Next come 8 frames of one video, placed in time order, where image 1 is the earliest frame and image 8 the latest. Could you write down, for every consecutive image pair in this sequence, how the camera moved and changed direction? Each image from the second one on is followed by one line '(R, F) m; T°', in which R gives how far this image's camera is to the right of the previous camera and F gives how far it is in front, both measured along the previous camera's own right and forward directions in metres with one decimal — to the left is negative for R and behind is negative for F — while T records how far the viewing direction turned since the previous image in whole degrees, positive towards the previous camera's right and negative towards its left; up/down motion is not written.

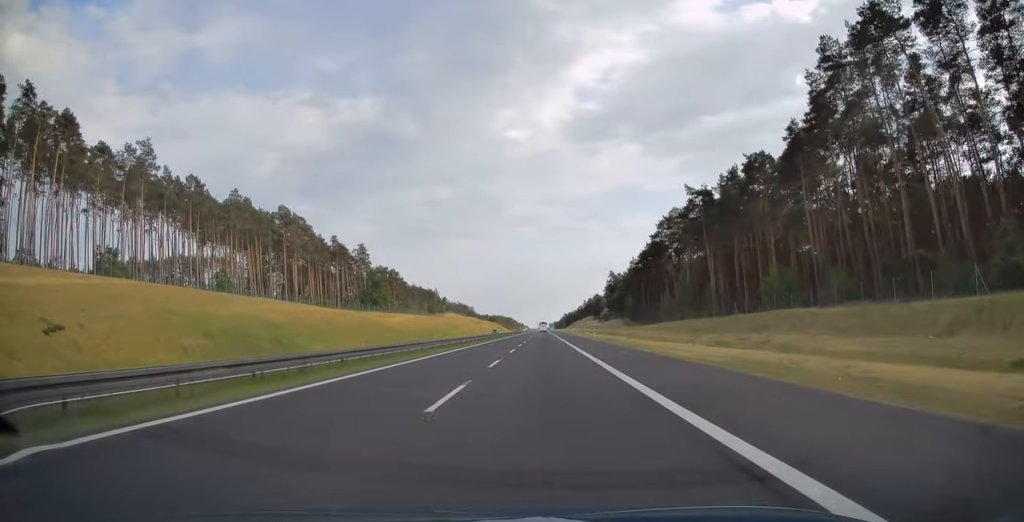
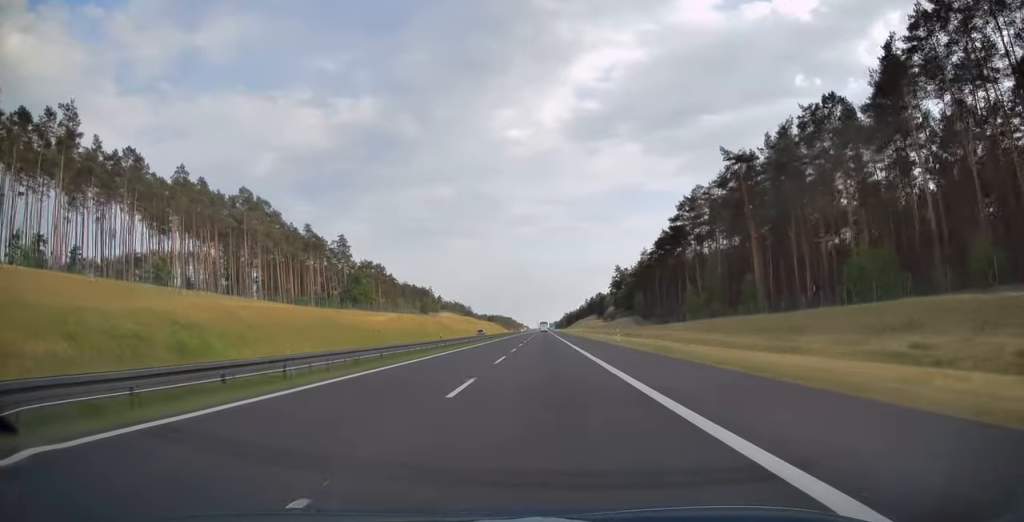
(0.0, +21.9) m; 0°
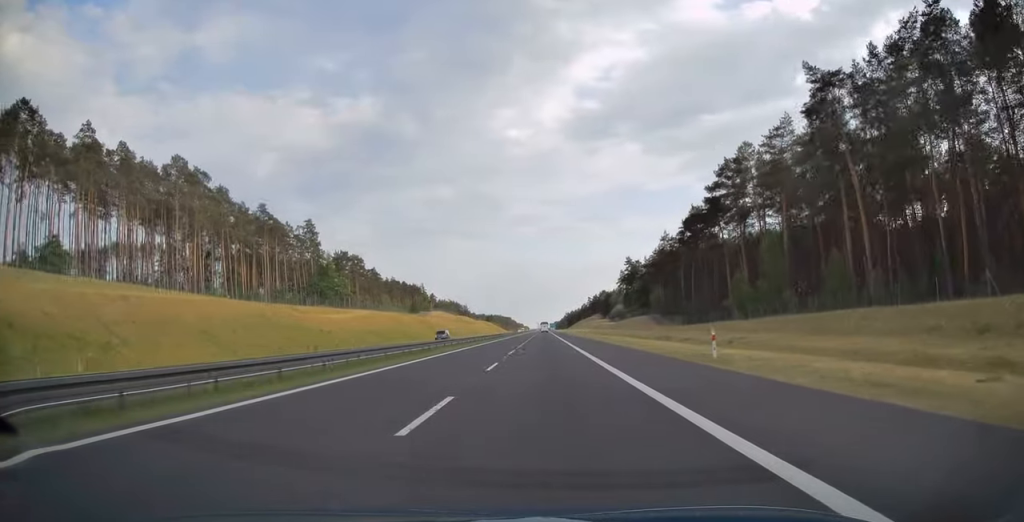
(+0.1, +28.5) m; 0°
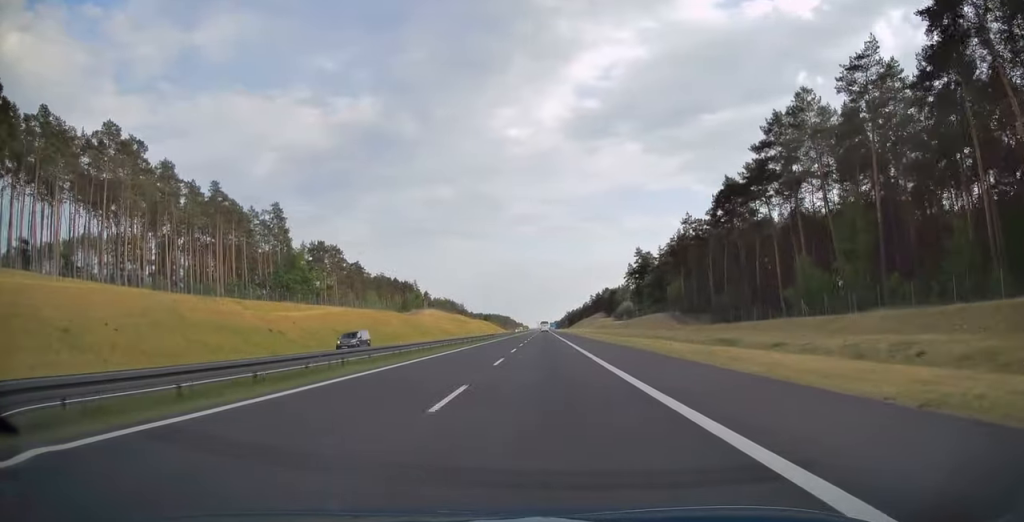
(-0.1, +21.8) m; 0°
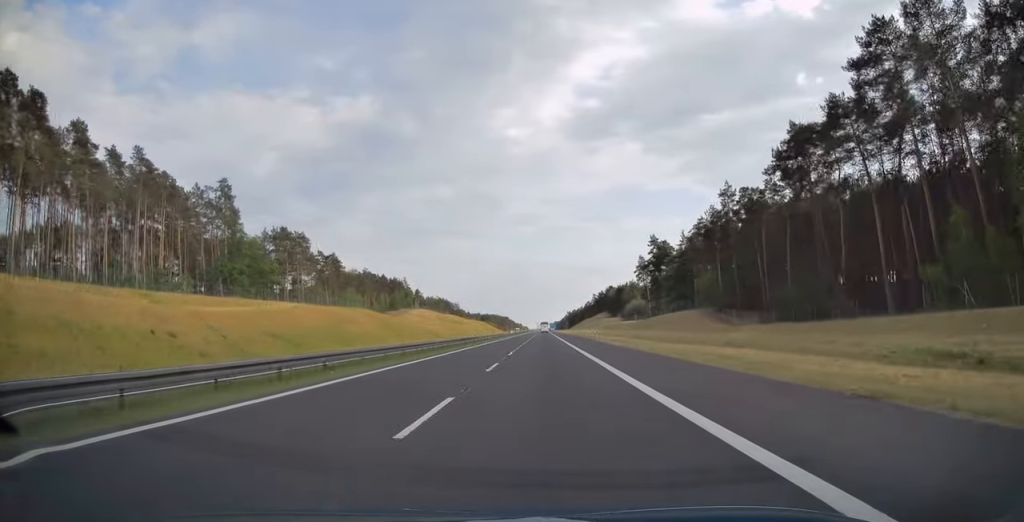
(0.0, +26.2) m; 0°
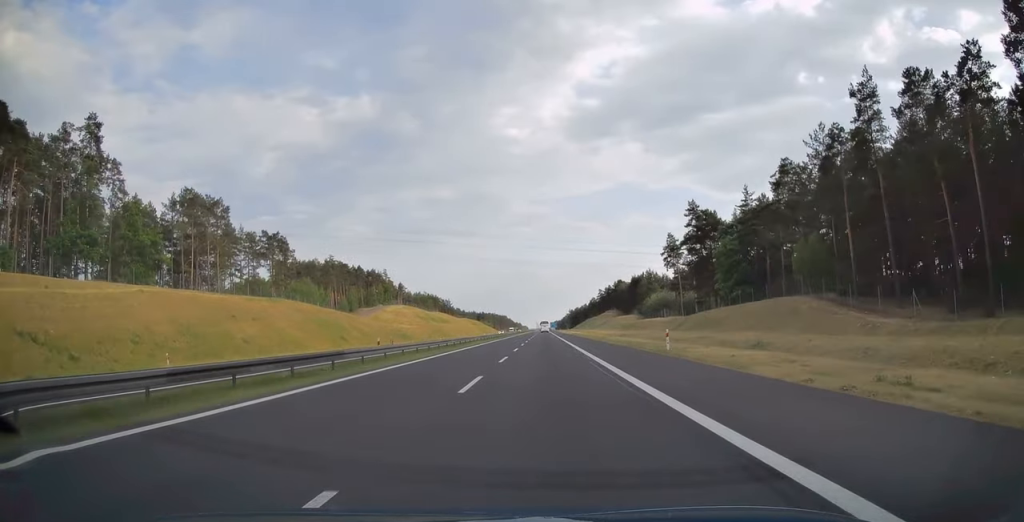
(0.0, +43.1) m; 0°
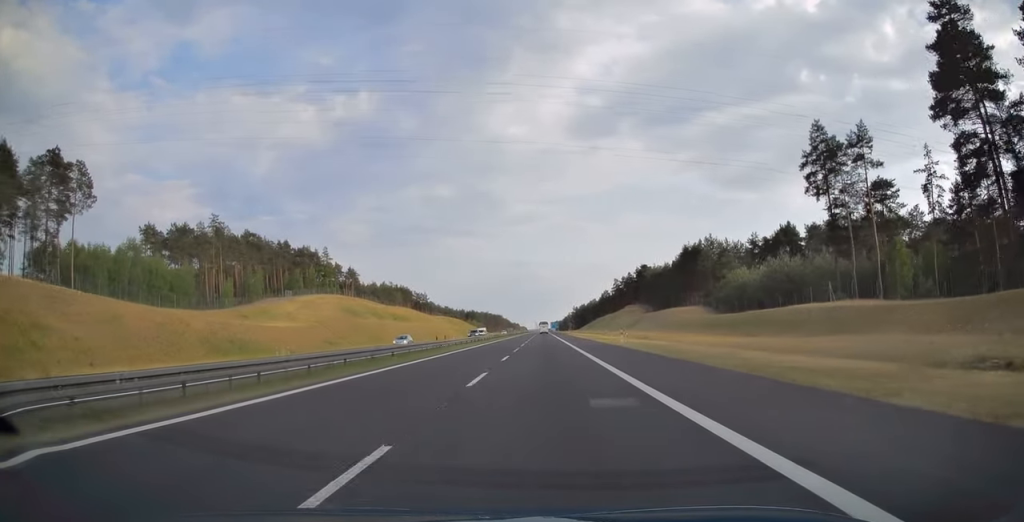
(-0.1, +82.2) m; 0°
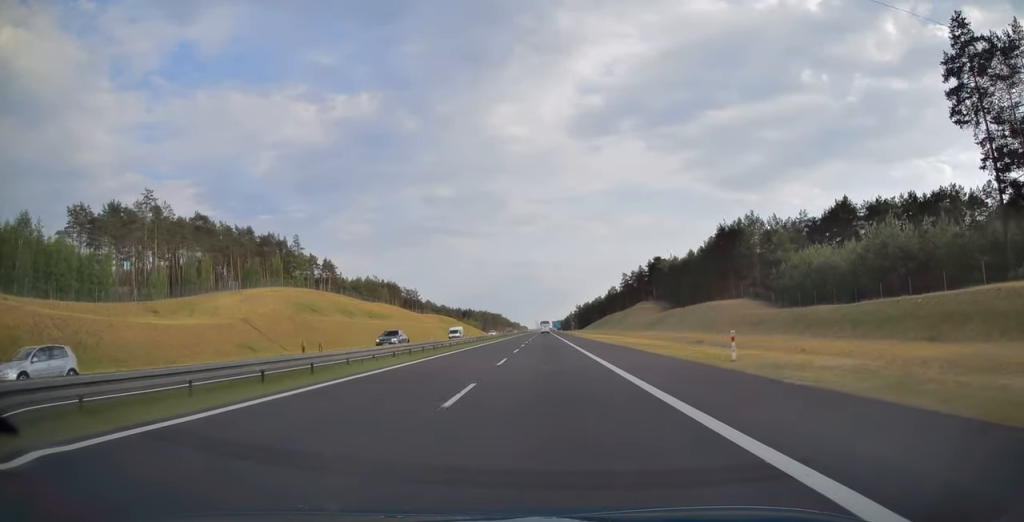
(0.0, +27.8) m; 0°
